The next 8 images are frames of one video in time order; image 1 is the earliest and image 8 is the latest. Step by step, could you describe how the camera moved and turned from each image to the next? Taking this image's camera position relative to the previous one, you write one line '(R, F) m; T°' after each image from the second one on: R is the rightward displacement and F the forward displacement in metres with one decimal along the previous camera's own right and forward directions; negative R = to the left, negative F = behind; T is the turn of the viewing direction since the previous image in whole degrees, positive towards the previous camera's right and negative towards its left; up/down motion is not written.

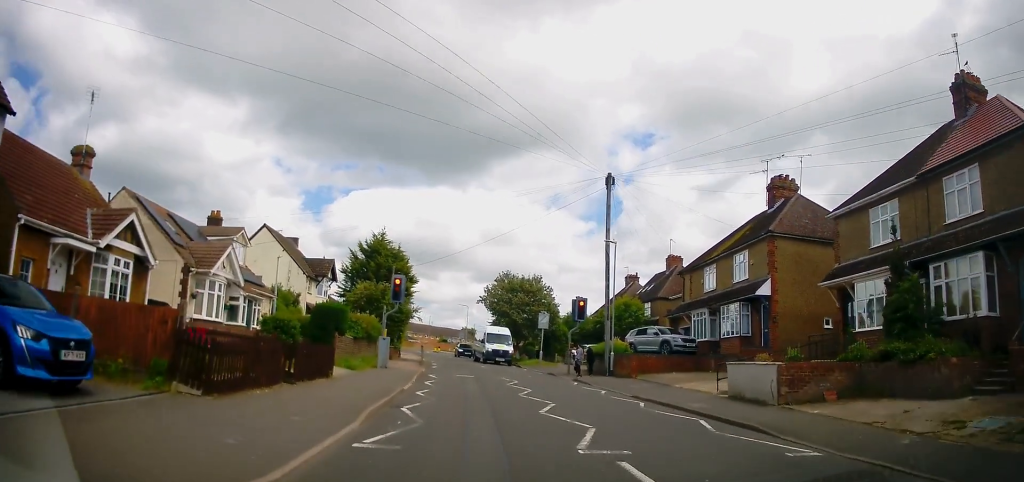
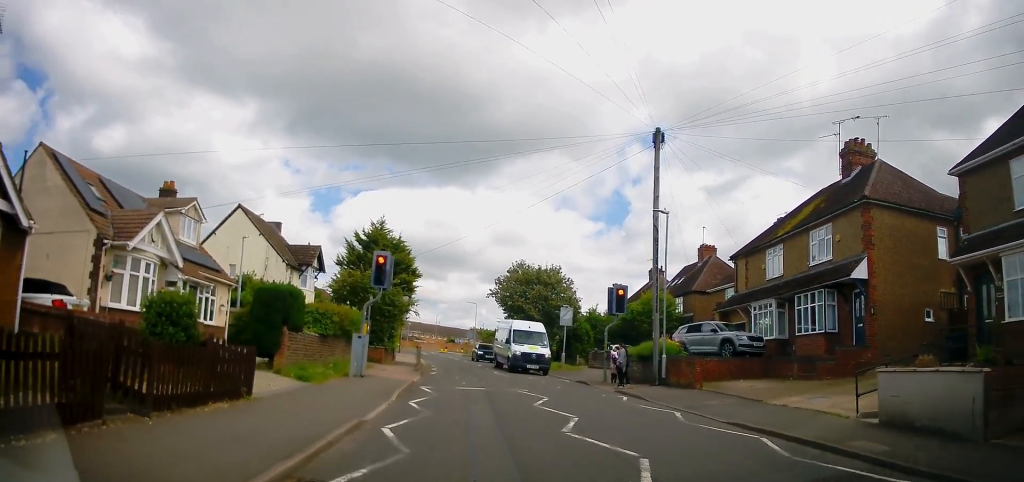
(0.0, +6.7) m; 0°
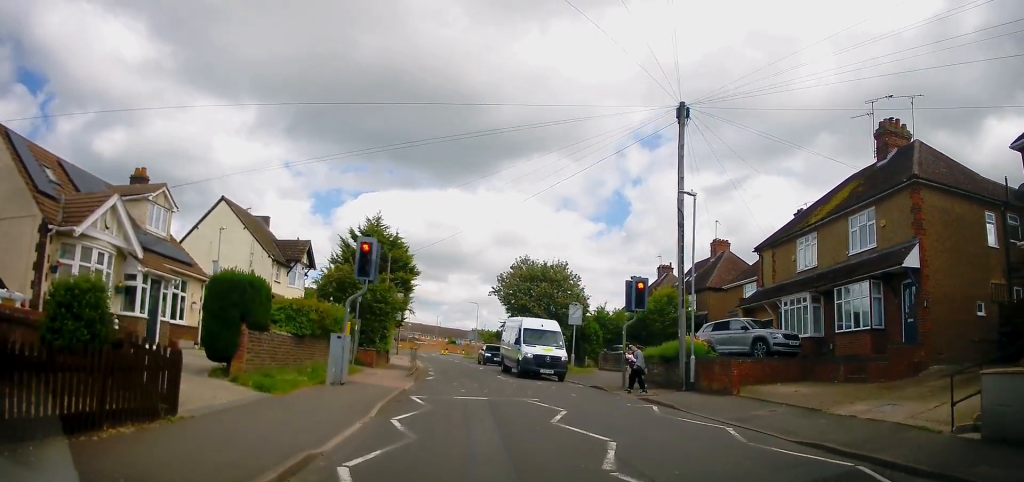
(0.0, +2.7) m; 0°
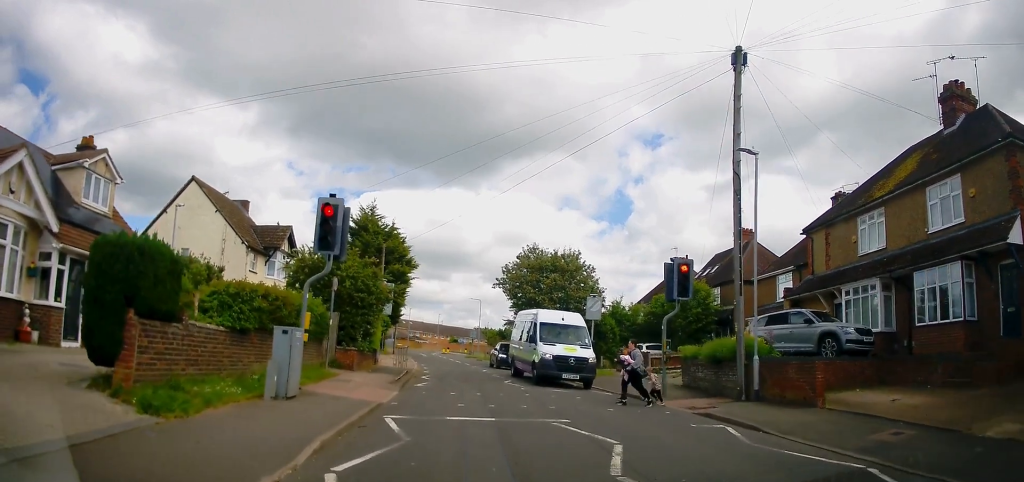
(0.0, +4.2) m; 0°
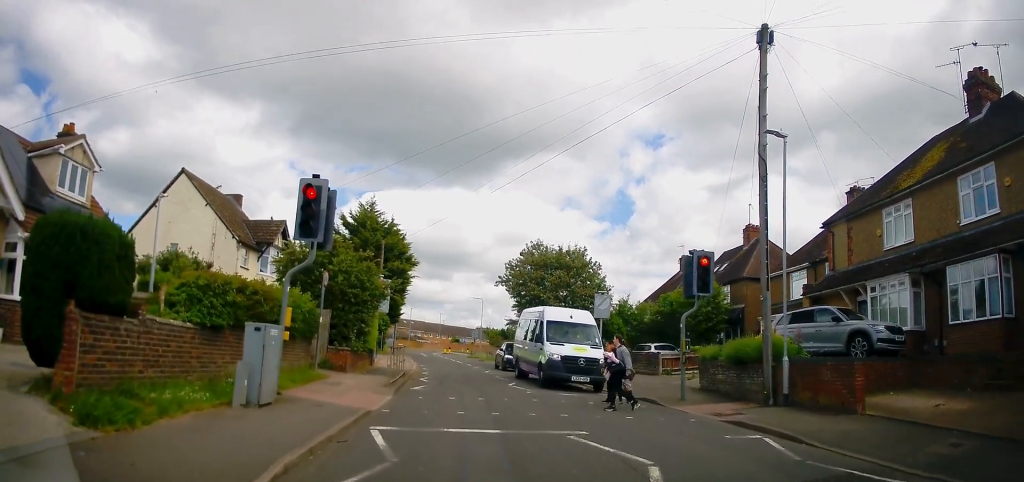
(0.0, +1.4) m; 0°
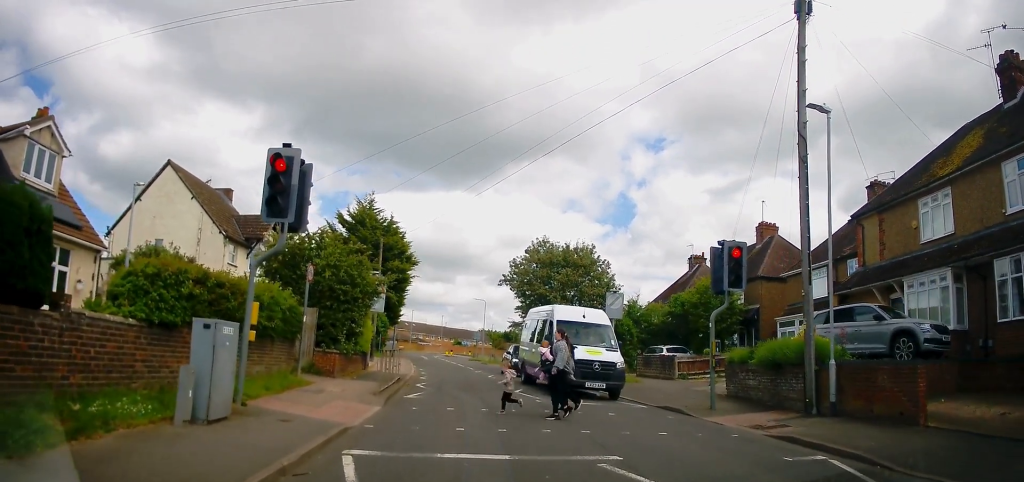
(0.0, +2.2) m; 0°
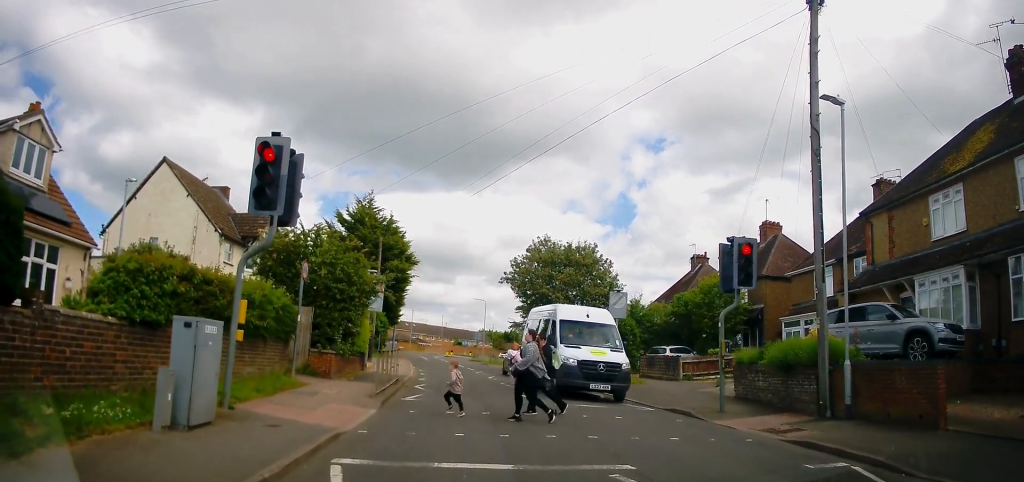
(0.0, +0.7) m; 0°
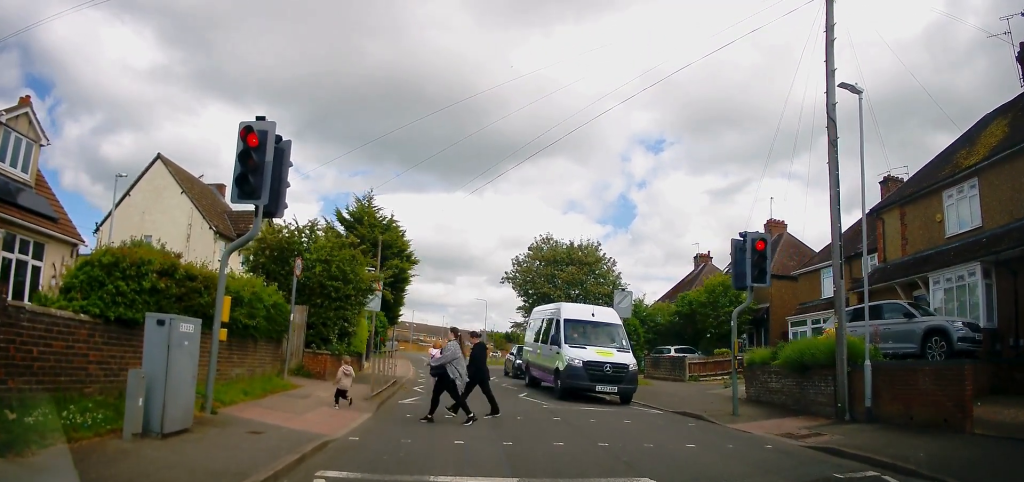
(0.0, +0.7) m; 0°
